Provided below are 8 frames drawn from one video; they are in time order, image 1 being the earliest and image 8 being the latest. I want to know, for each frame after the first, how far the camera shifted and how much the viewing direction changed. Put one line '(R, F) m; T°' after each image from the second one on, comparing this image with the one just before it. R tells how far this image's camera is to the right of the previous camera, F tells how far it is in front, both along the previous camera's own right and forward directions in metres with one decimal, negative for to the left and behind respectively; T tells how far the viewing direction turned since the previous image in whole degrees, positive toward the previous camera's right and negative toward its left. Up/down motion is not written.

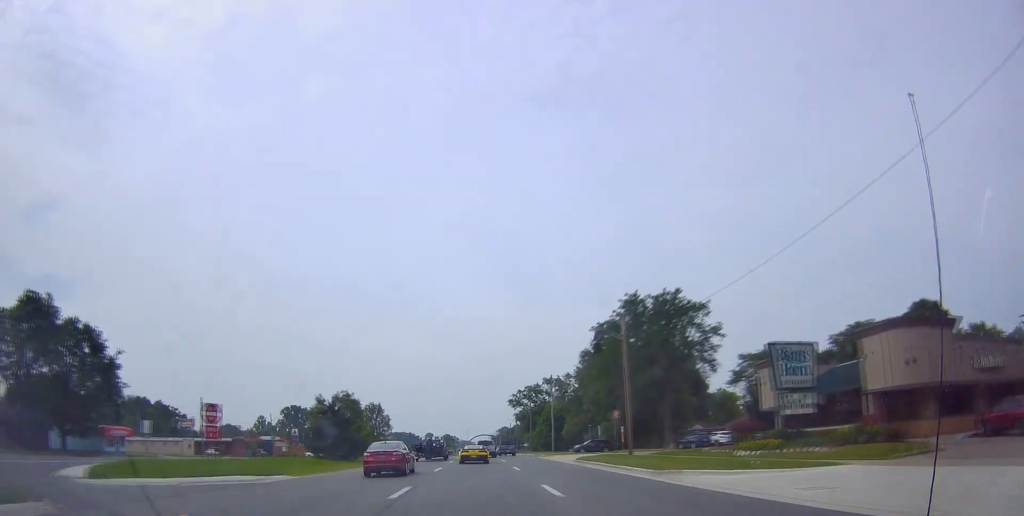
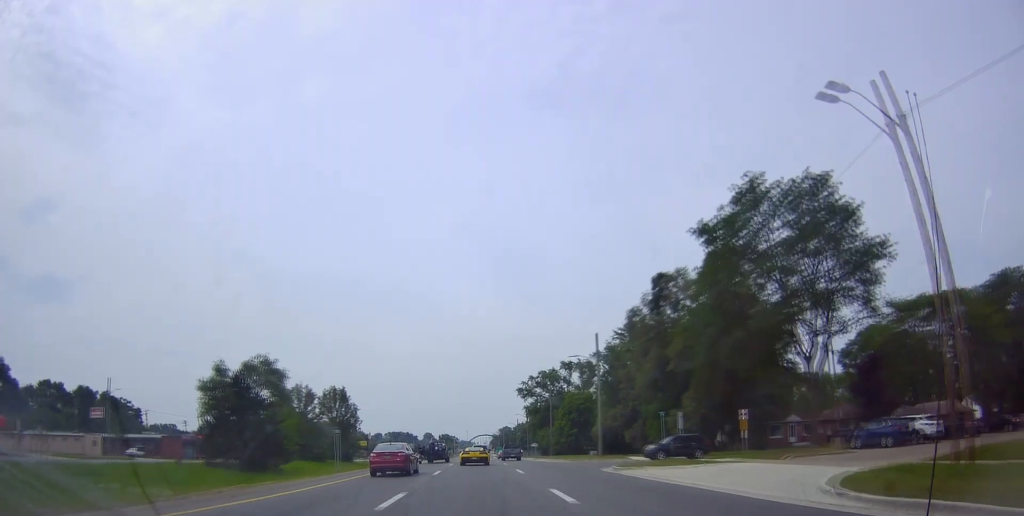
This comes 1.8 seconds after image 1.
(-0.5, +30.4) m; -1°
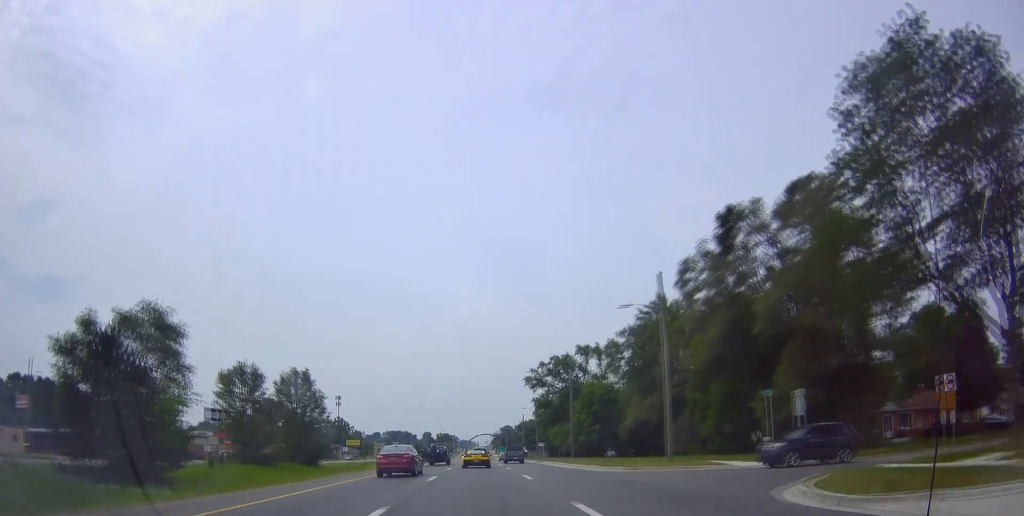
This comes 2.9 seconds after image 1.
(+0.3, +18.0) m; -1°
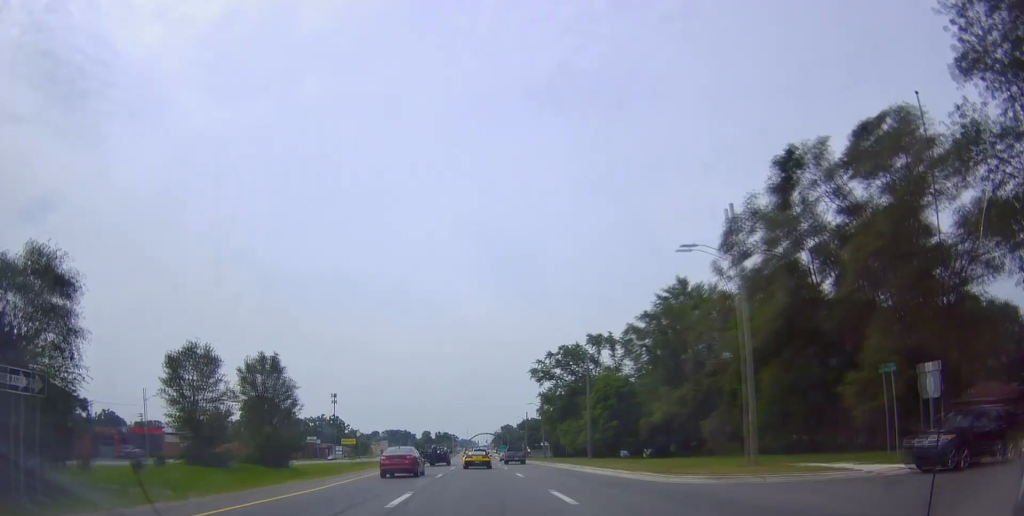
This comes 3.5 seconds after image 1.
(-0.4, +10.1) m; -1°
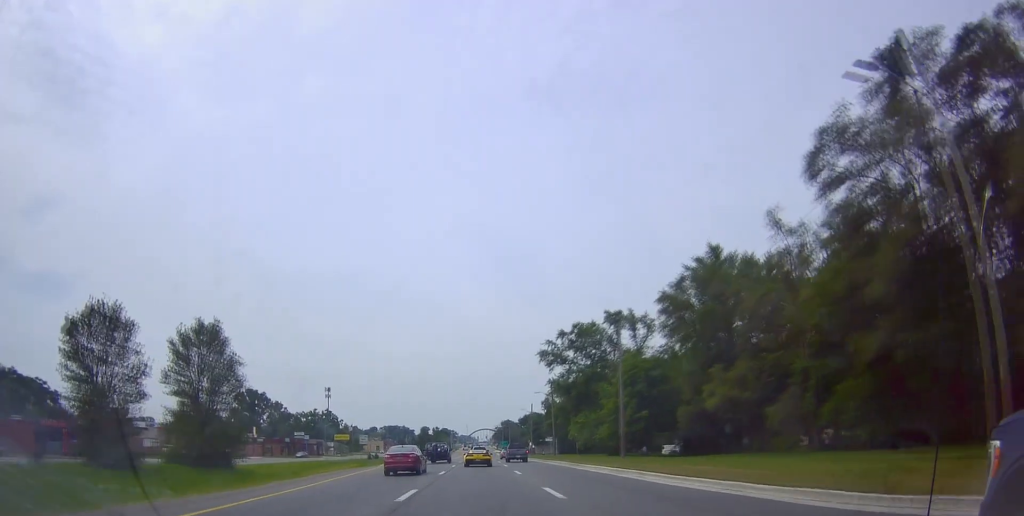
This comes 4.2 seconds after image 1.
(+0.3, +12.7) m; +2°
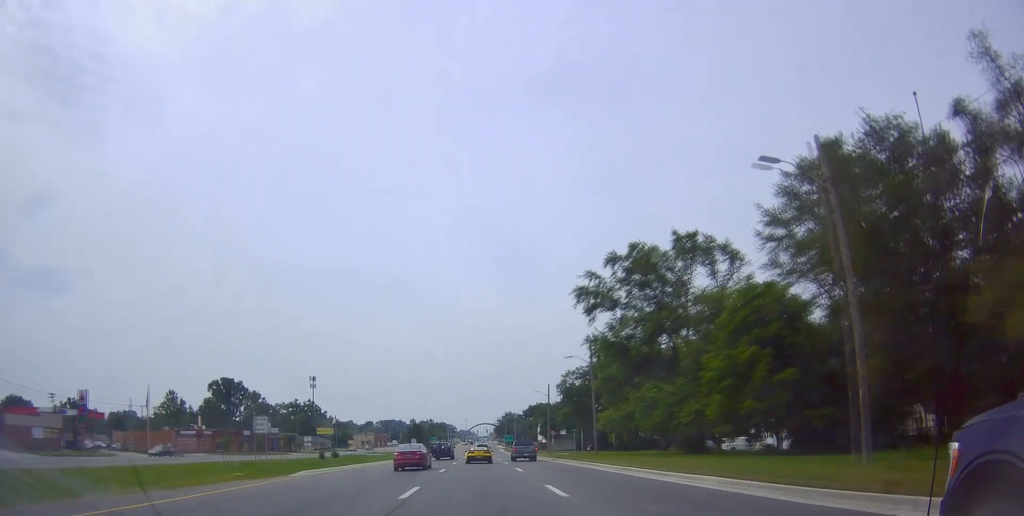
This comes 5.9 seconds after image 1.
(+0.8, +28.3) m; +2°
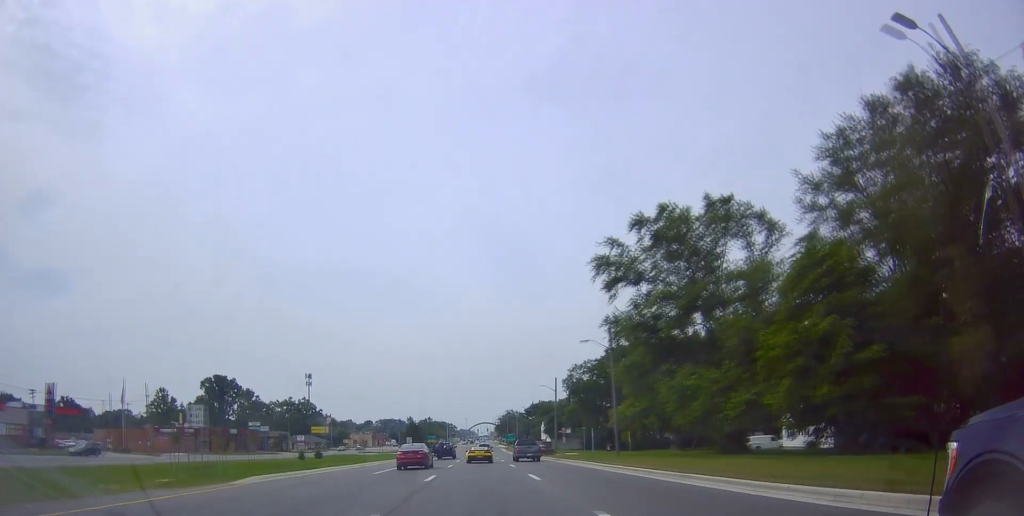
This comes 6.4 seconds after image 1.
(0.0, +7.8) m; 0°
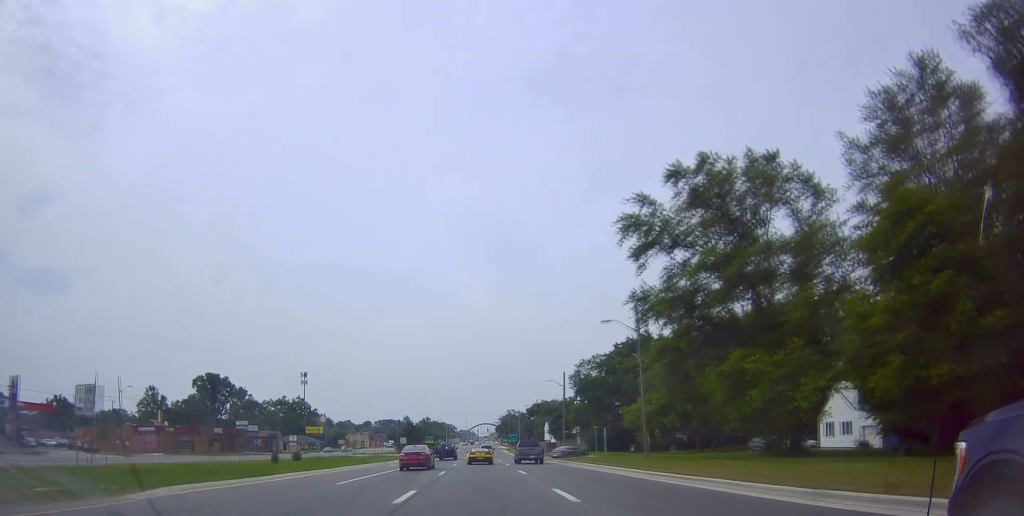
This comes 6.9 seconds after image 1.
(0.0, +7.8) m; 0°
